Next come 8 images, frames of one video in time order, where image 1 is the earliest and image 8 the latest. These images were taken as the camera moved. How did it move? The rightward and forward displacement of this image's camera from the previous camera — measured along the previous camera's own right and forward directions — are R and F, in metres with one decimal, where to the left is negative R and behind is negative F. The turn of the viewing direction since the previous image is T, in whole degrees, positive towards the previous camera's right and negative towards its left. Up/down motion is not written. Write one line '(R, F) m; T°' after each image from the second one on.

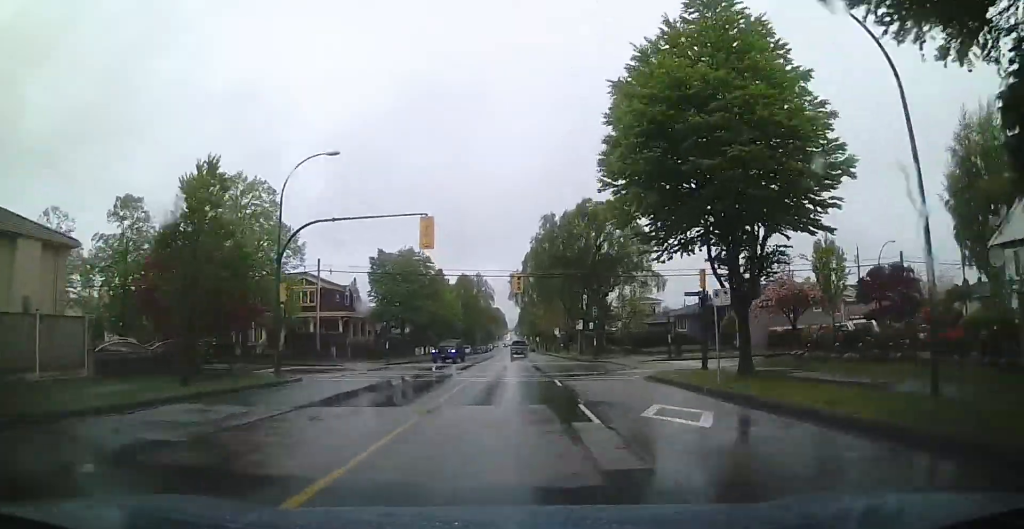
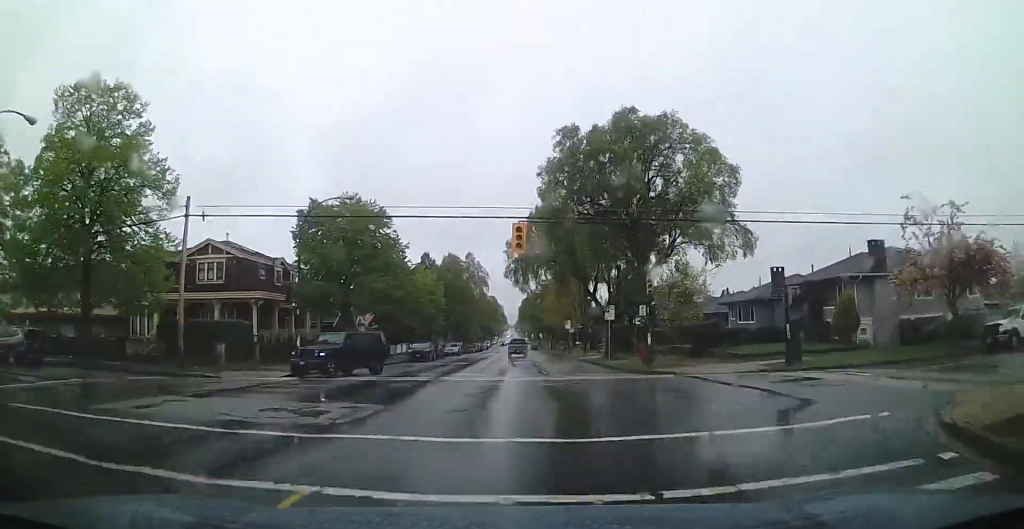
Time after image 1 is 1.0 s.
(+0.1, +19.6) m; +1°
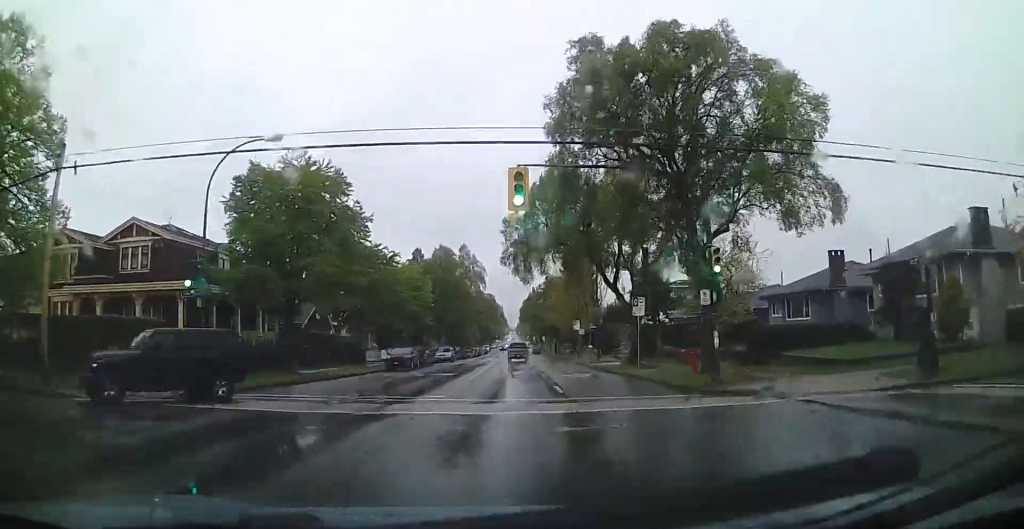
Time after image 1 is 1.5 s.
(+0.1, +9.3) m; 0°
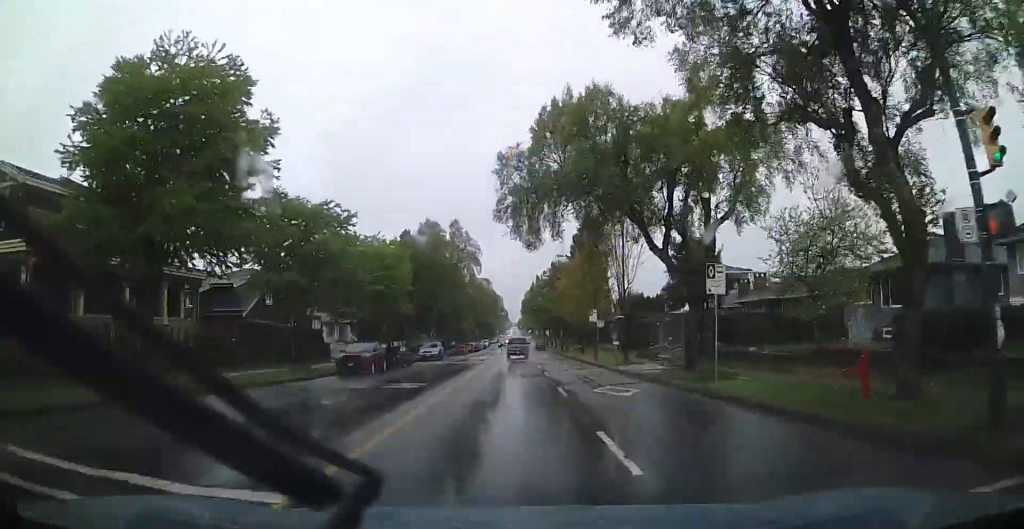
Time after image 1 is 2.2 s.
(+0.1, +11.7) m; 0°
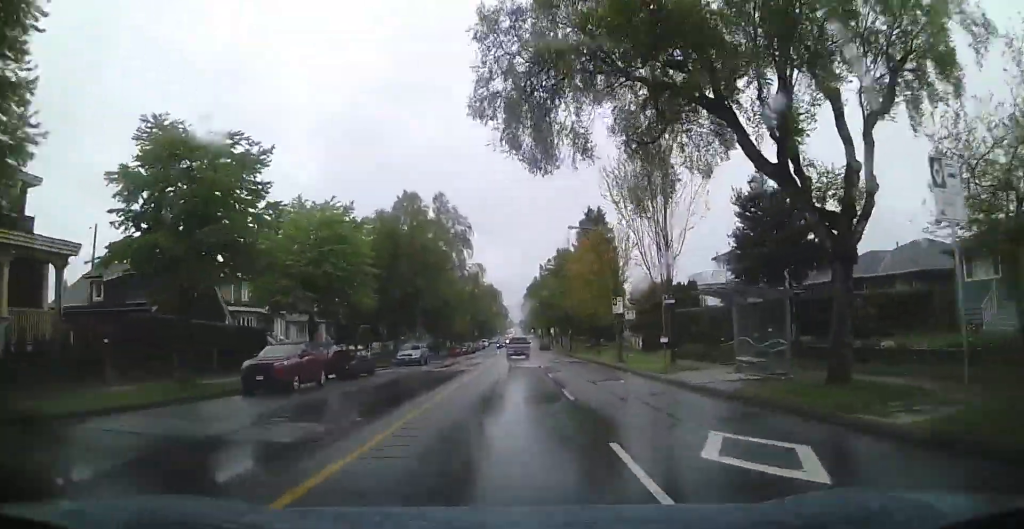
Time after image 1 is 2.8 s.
(0.0, +10.9) m; 0°
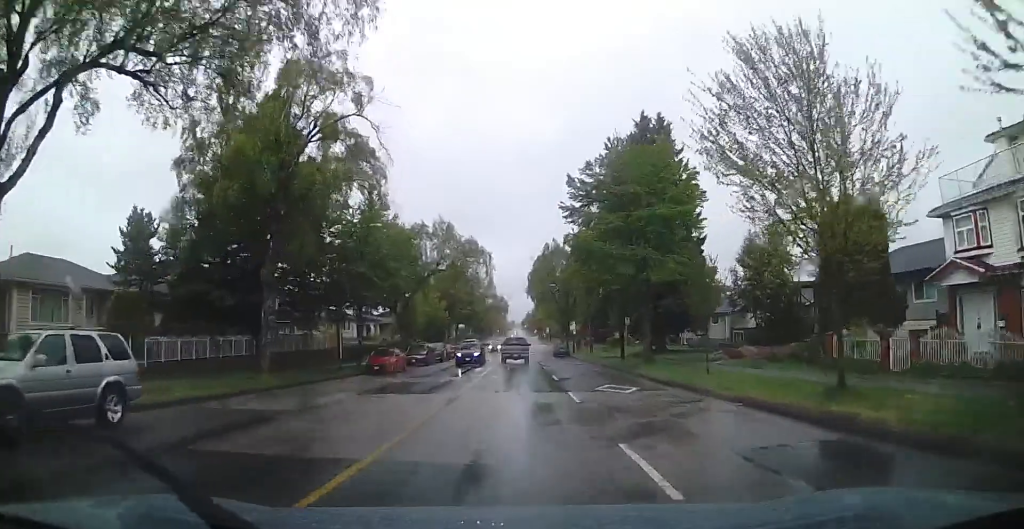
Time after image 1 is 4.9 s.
(+0.6, +37.6) m; +1°
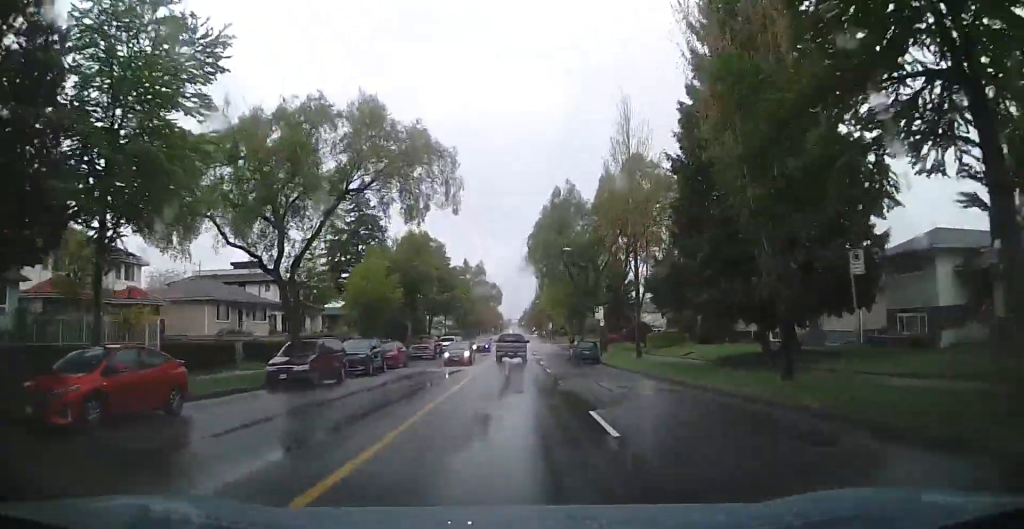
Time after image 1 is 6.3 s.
(0.0, +24.7) m; 0°
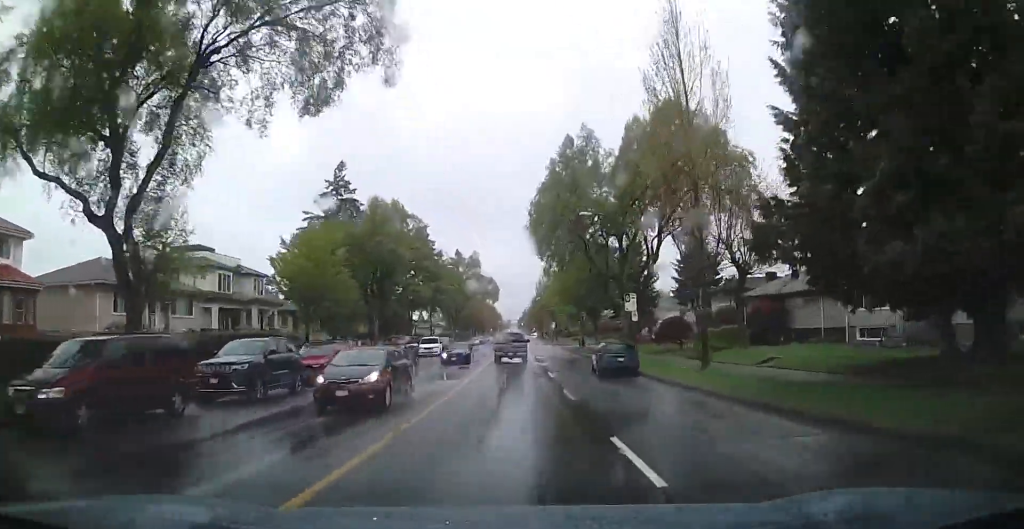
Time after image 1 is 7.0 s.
(0.0, +12.3) m; +1°
